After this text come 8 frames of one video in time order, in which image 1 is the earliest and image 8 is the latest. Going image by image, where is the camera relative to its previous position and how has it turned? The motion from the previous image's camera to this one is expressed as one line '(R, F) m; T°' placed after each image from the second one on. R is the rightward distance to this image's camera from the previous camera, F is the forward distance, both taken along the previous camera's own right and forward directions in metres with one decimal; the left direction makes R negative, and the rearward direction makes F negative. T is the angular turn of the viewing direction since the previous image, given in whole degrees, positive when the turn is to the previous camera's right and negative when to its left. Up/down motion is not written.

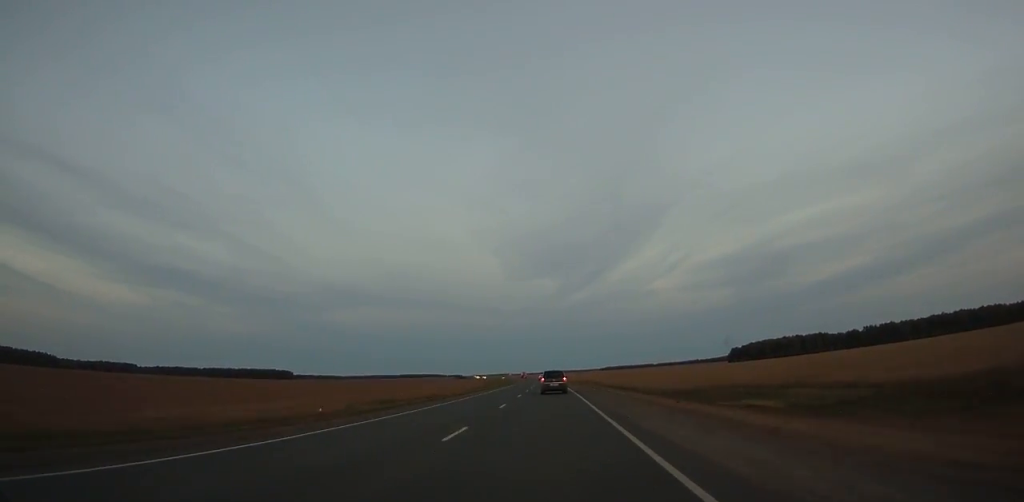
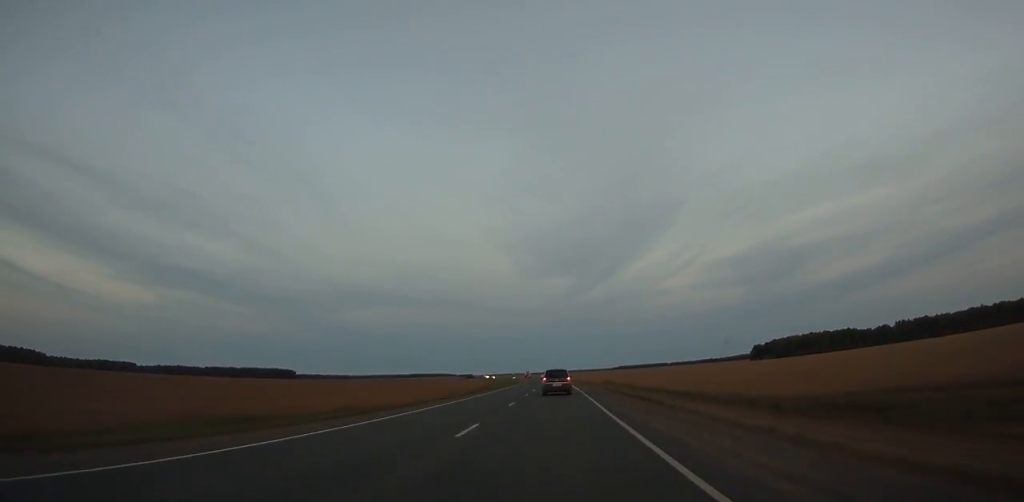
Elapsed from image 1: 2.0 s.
(-0.7, +47.6) m; -1°
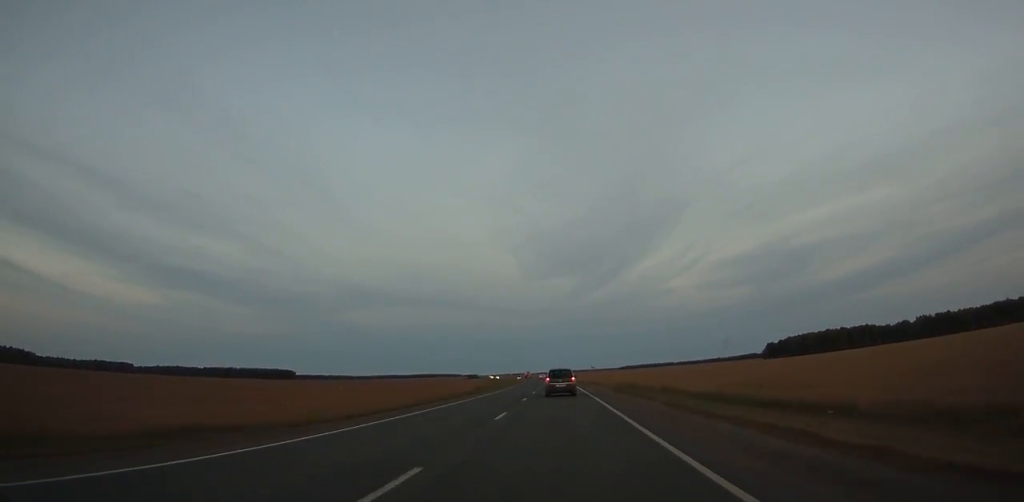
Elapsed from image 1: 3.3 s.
(-0.1, +31.0) m; -1°
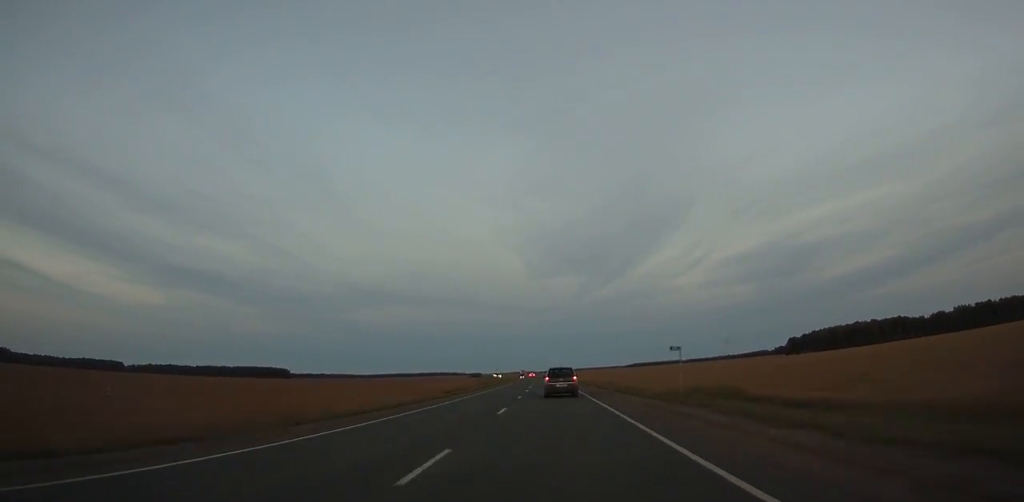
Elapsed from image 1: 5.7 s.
(-0.7, +56.8) m; -1°
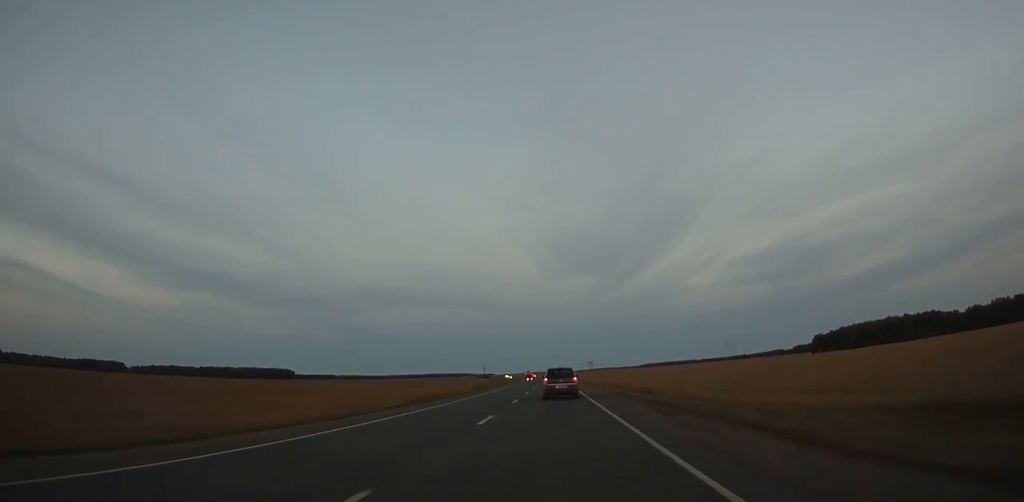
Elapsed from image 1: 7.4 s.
(-0.4, +40.0) m; -1°
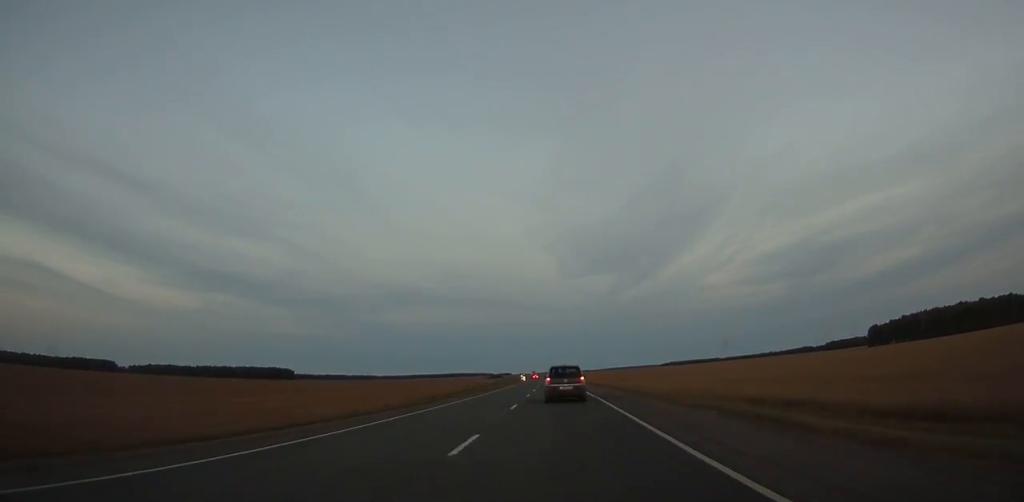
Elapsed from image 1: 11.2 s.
(-1.7, +88.4) m; -2°
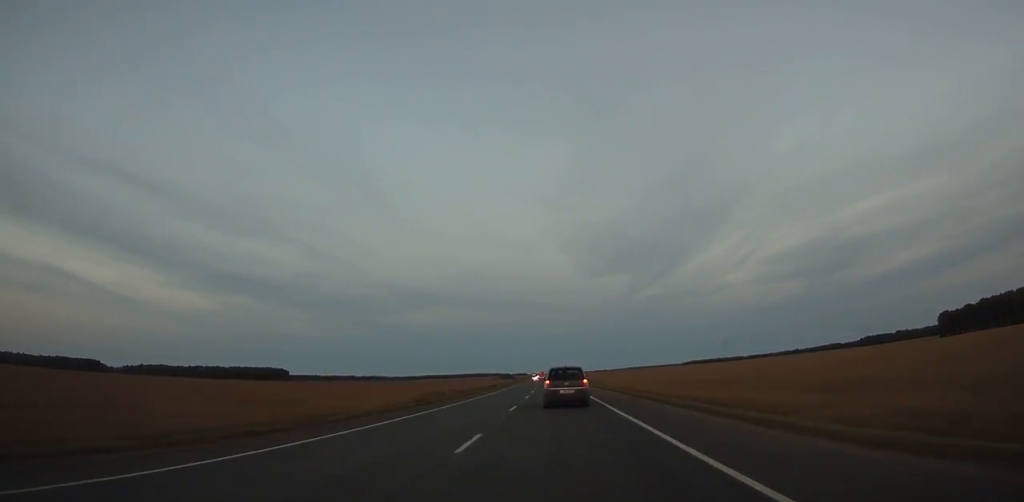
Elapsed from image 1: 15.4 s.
(-1.2, +96.2) m; -2°
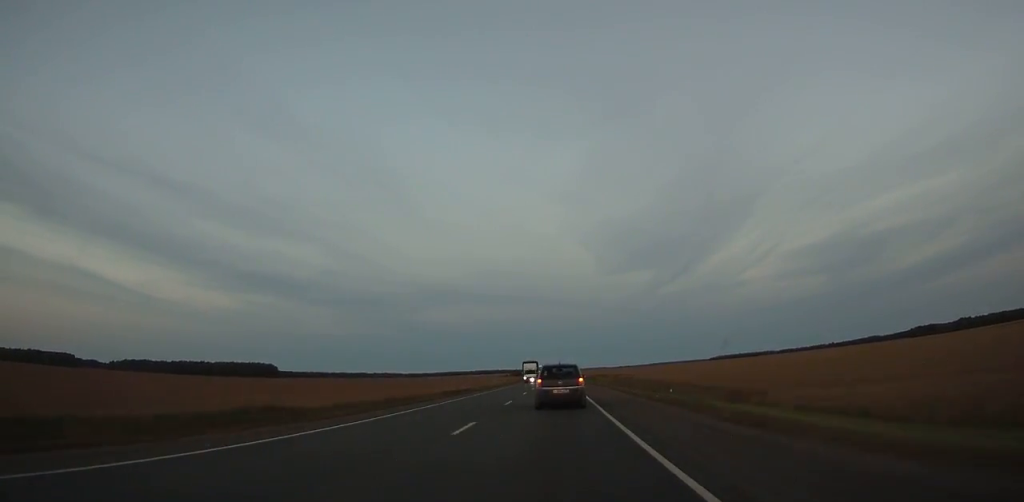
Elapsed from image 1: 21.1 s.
(-2.4, +127.2) m; -2°
